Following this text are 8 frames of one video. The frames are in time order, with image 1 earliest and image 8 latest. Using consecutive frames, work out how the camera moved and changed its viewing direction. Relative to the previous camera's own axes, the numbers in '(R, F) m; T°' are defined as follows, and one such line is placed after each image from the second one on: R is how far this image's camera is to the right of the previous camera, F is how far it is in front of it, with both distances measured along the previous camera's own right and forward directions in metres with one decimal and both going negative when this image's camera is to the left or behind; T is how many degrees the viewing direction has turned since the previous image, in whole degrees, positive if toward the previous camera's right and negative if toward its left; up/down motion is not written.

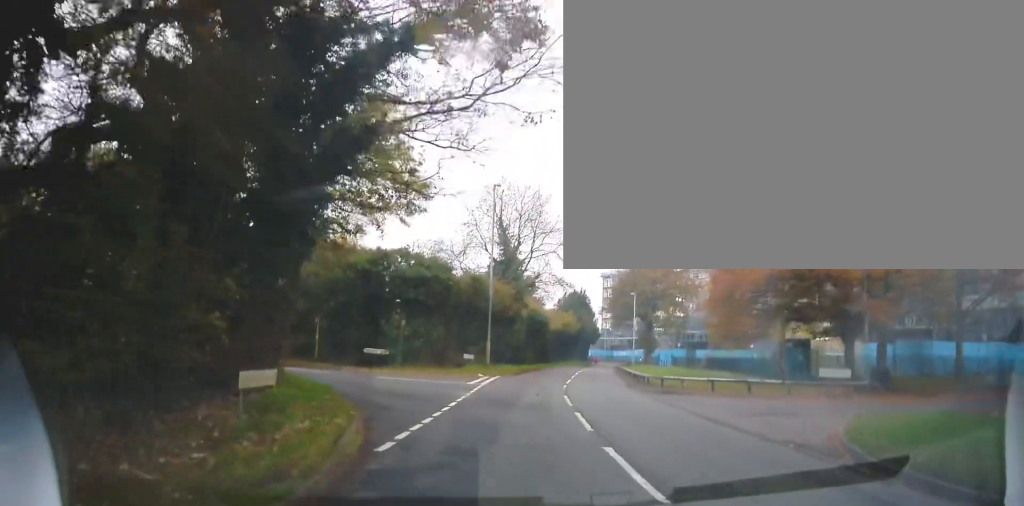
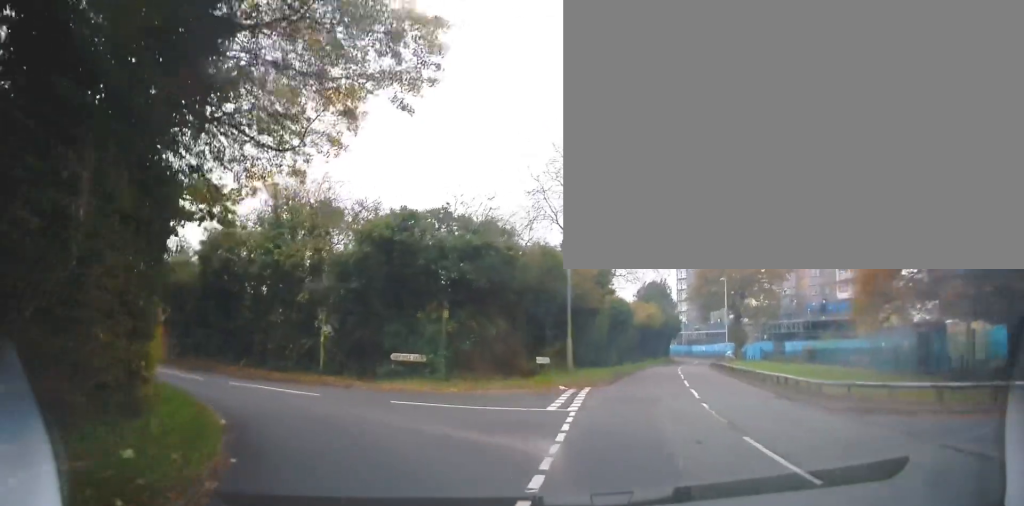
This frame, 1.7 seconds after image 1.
(-0.3, +9.2) m; -7°
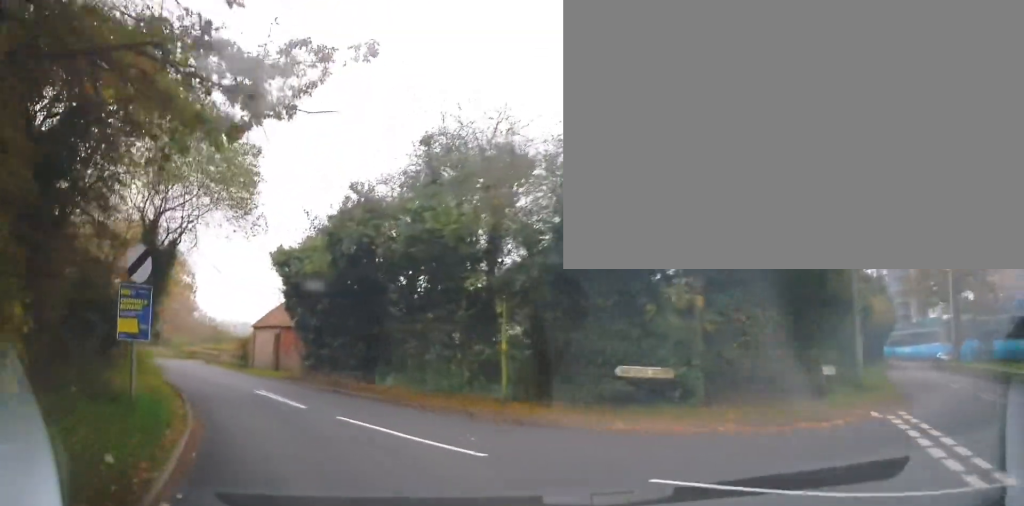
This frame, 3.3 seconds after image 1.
(-0.8, +7.5) m; -18°
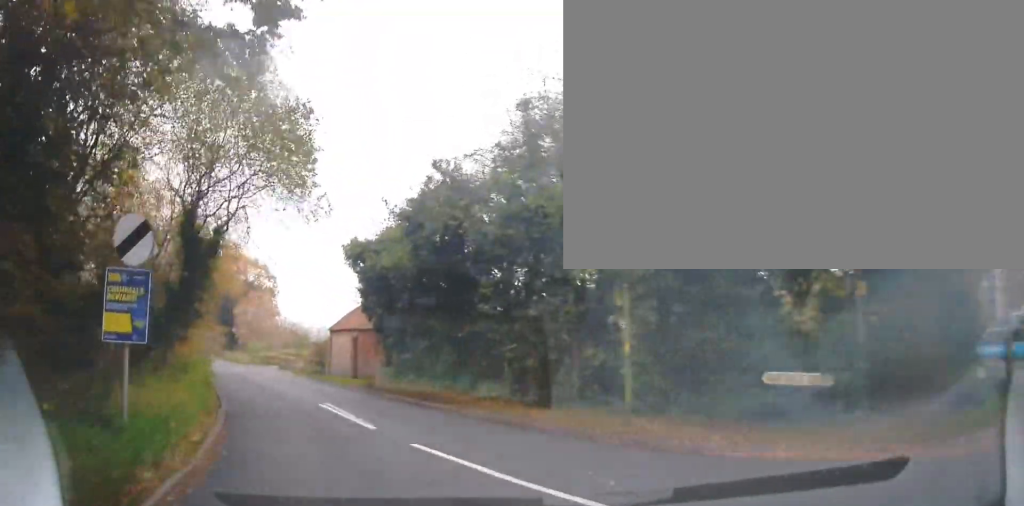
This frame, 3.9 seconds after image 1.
(-0.4, +2.7) m; -9°
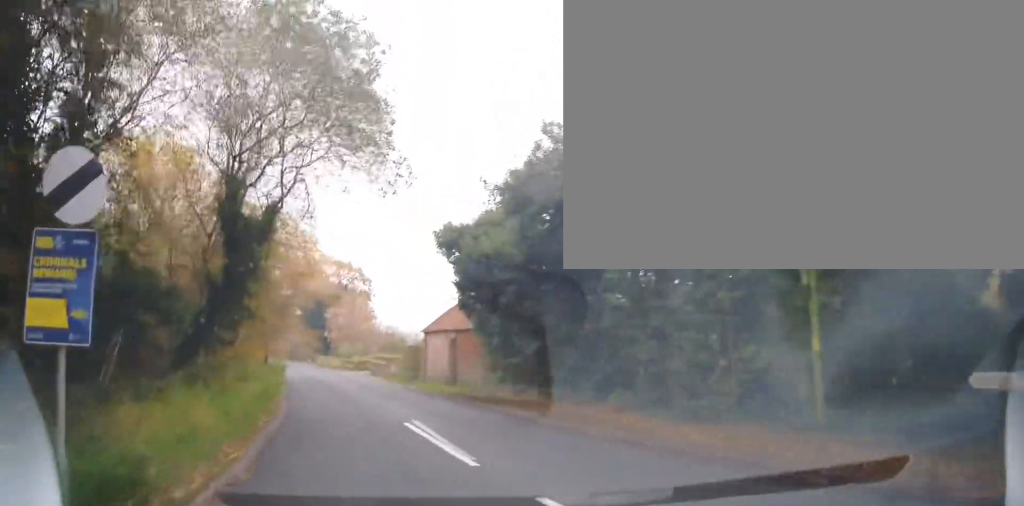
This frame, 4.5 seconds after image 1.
(-0.2, +2.9) m; -8°
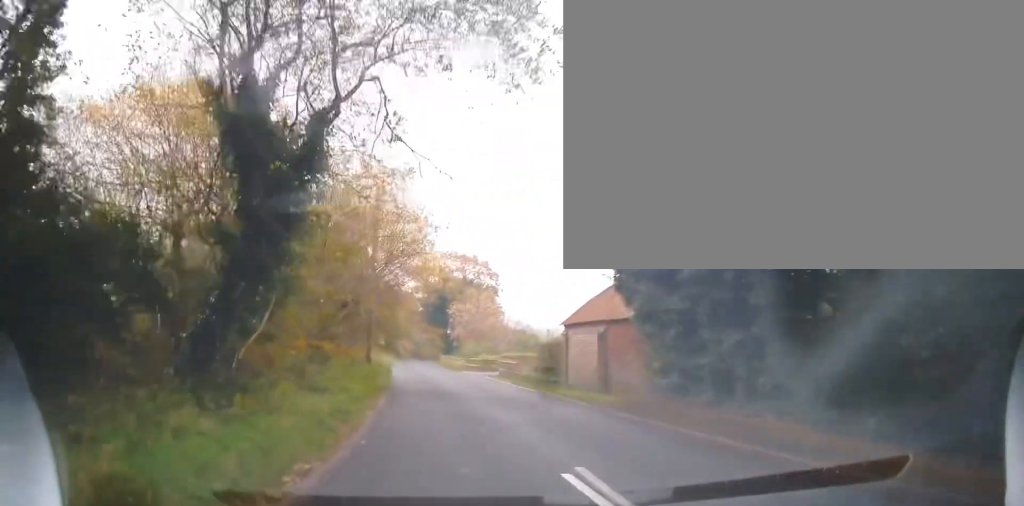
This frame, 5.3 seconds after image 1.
(-0.4, +4.7) m; -10°
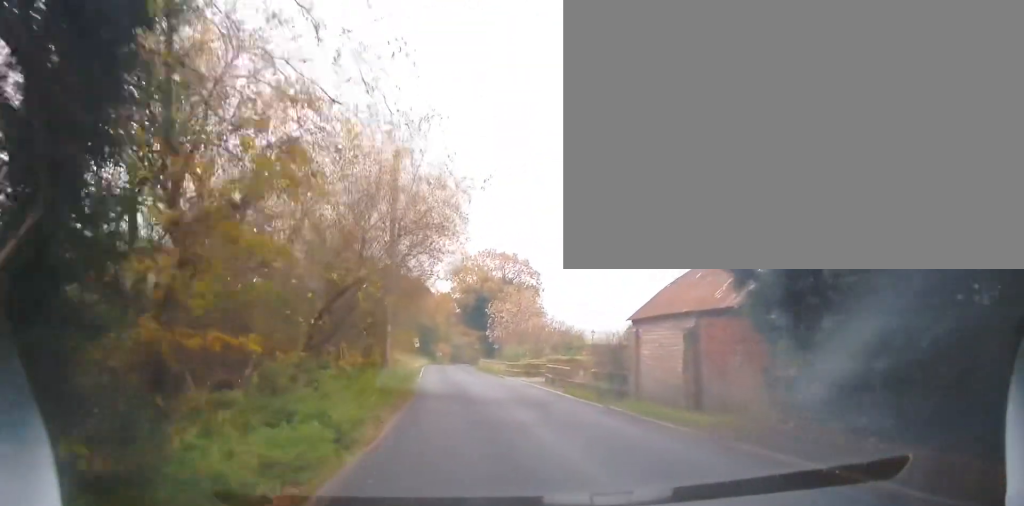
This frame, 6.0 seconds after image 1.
(-0.3, +4.2) m; -6°
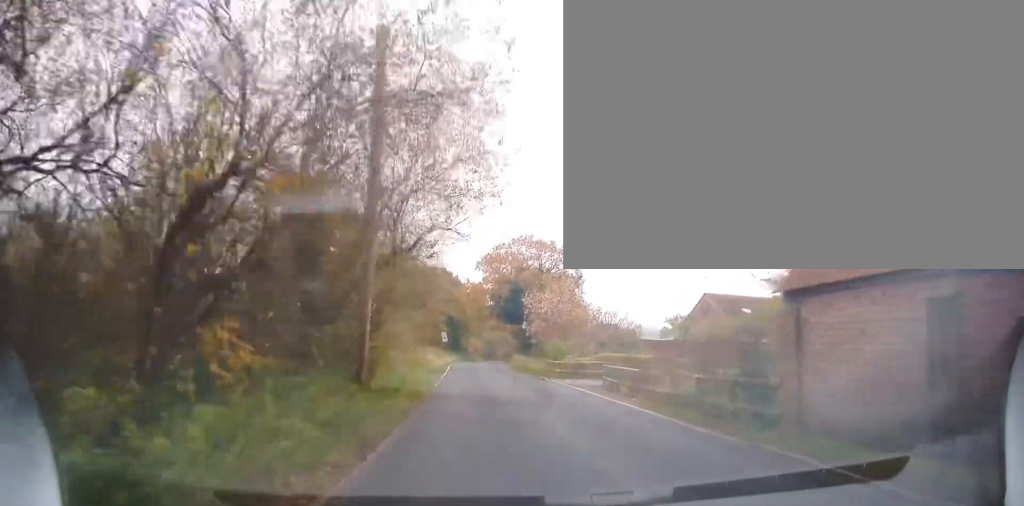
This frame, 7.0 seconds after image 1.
(-0.4, +6.7) m; -3°
